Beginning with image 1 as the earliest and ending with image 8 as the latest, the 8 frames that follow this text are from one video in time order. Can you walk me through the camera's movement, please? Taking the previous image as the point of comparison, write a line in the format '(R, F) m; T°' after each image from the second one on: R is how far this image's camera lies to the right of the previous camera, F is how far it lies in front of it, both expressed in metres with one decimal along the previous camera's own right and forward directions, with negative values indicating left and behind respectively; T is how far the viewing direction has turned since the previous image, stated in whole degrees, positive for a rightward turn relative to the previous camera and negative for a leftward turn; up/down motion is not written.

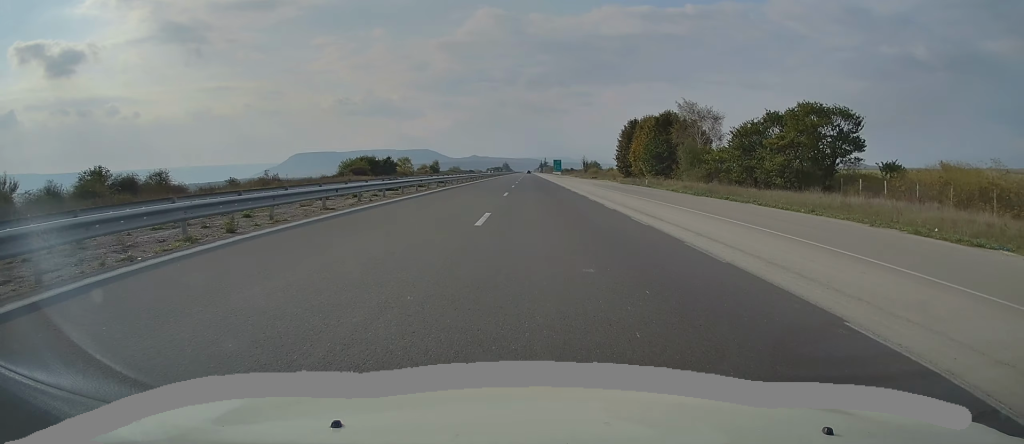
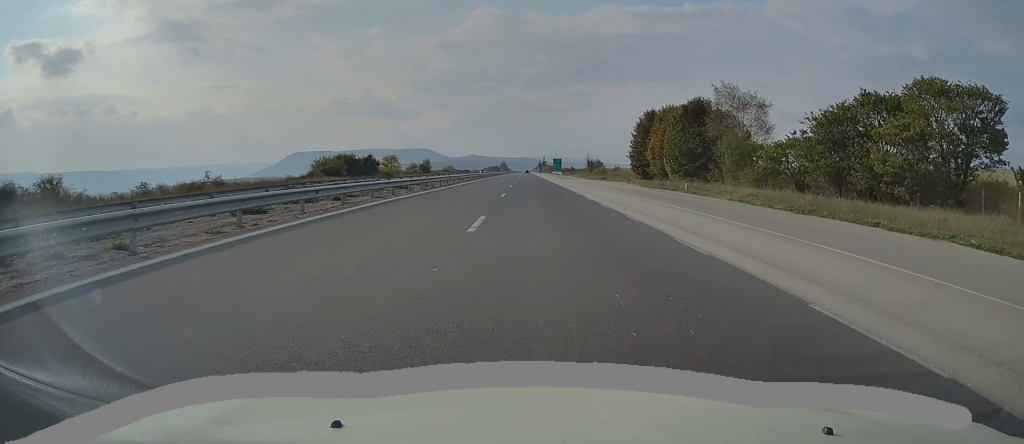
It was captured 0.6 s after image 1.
(-0.3, +17.7) m; 0°
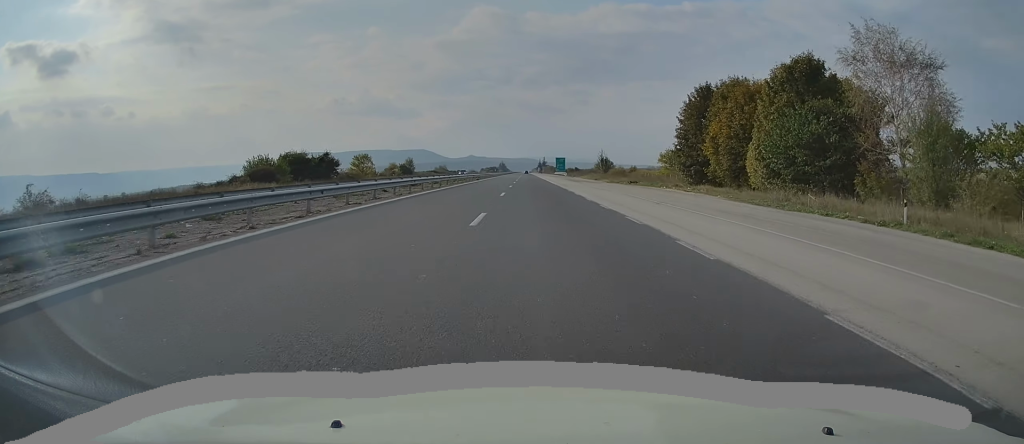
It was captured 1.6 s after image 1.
(+0.3, +31.2) m; 0°
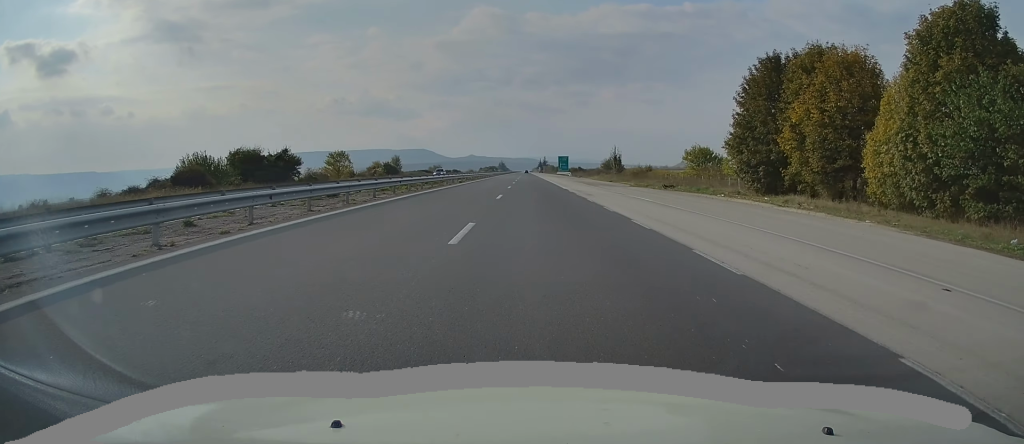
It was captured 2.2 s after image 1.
(-0.1, +19.8) m; 0°
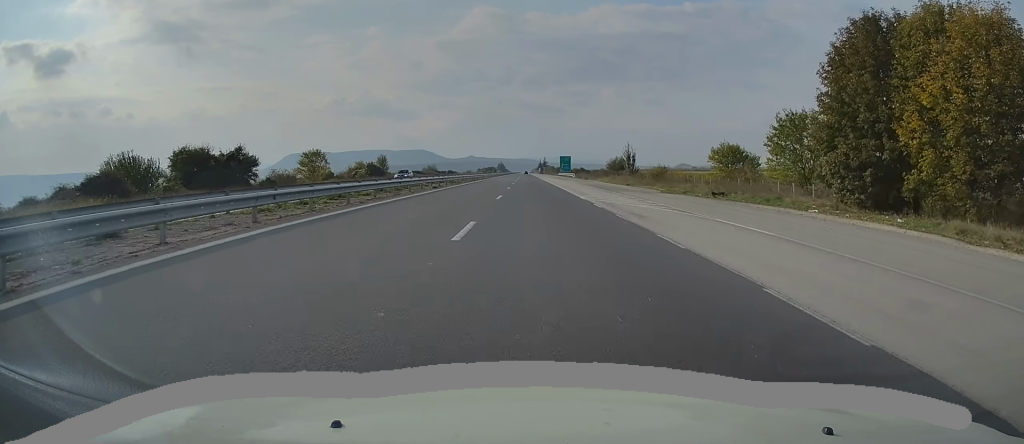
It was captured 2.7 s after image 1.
(-0.3, +15.6) m; 0°
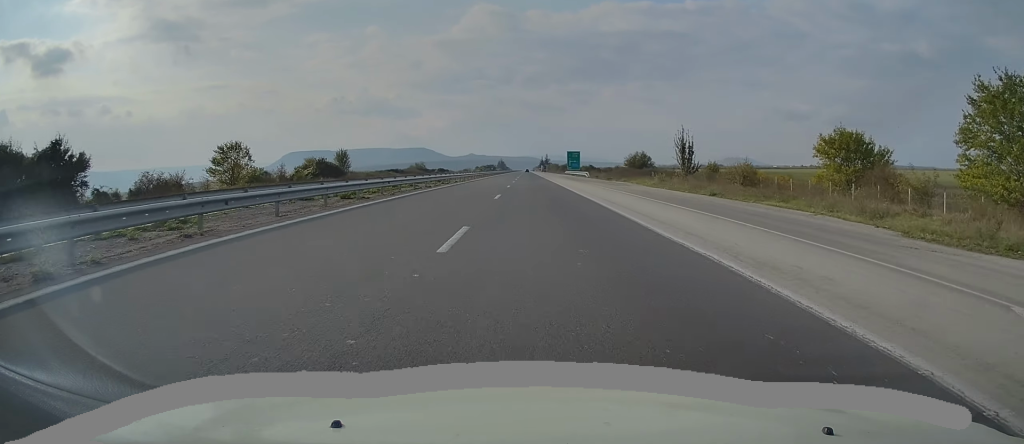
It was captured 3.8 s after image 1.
(+0.5, +34.4) m; +1°
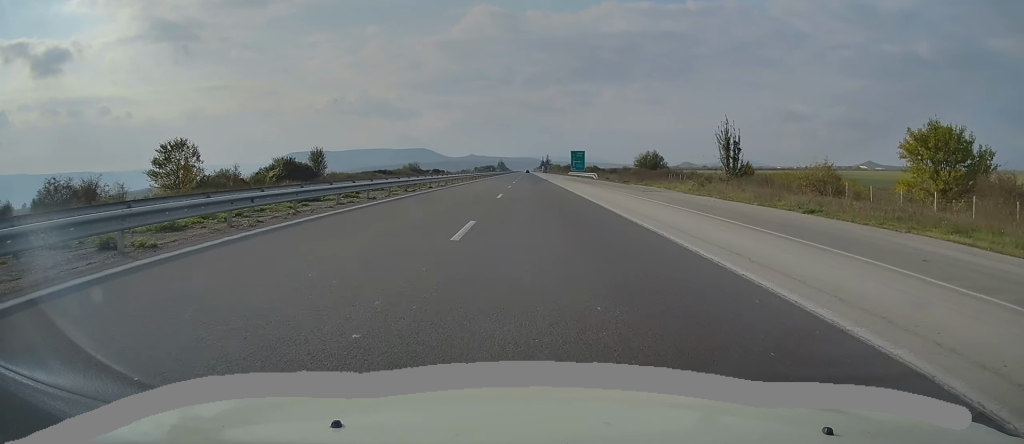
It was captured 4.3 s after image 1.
(0.0, +14.6) m; 0°
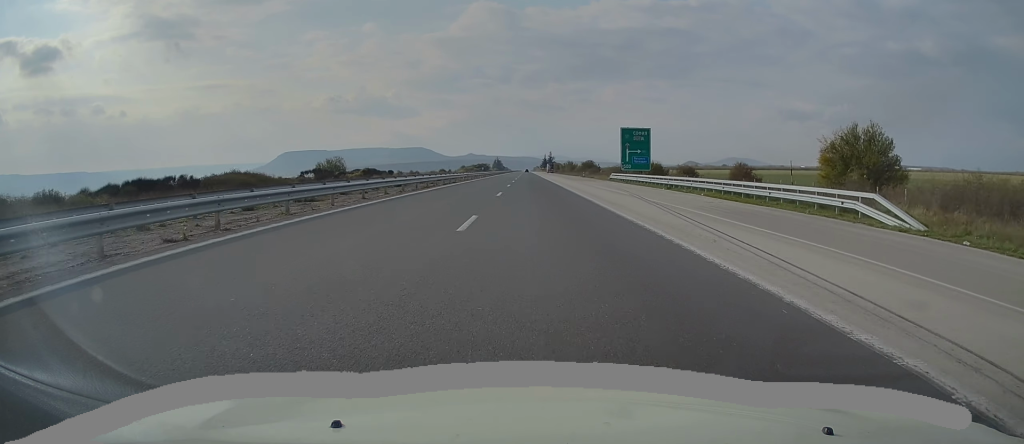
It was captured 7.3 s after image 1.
(-0.2, +96.5) m; 0°
